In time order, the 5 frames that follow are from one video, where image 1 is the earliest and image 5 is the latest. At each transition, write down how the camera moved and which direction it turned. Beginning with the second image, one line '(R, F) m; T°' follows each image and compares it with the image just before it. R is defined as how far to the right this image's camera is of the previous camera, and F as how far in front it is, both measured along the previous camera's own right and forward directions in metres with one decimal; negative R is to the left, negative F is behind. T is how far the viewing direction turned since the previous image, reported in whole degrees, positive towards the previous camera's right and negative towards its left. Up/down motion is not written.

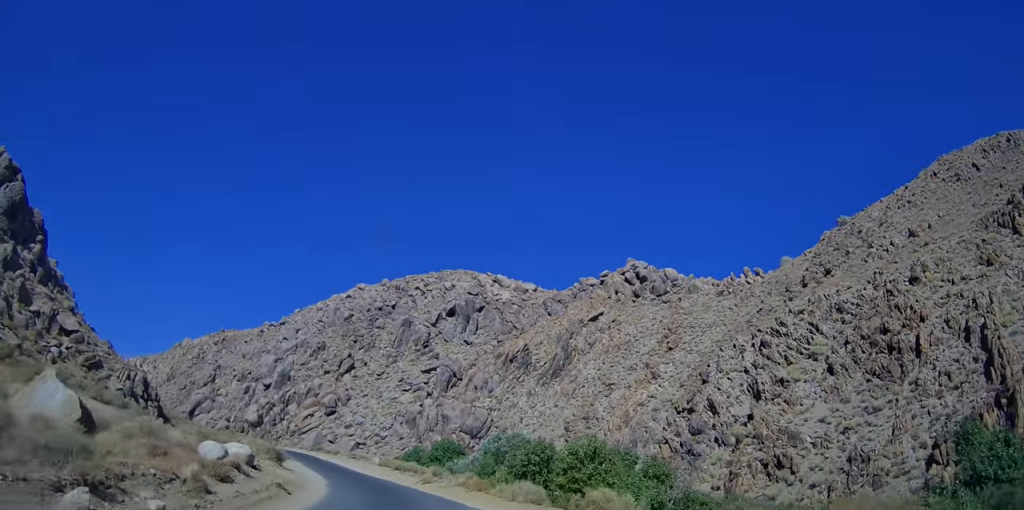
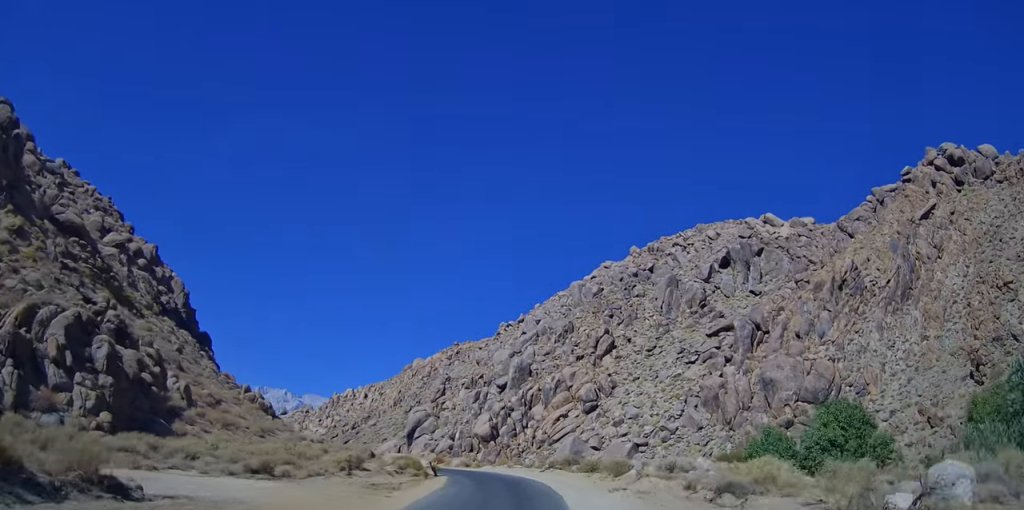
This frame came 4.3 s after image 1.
(-16.5, +45.9) m; -30°
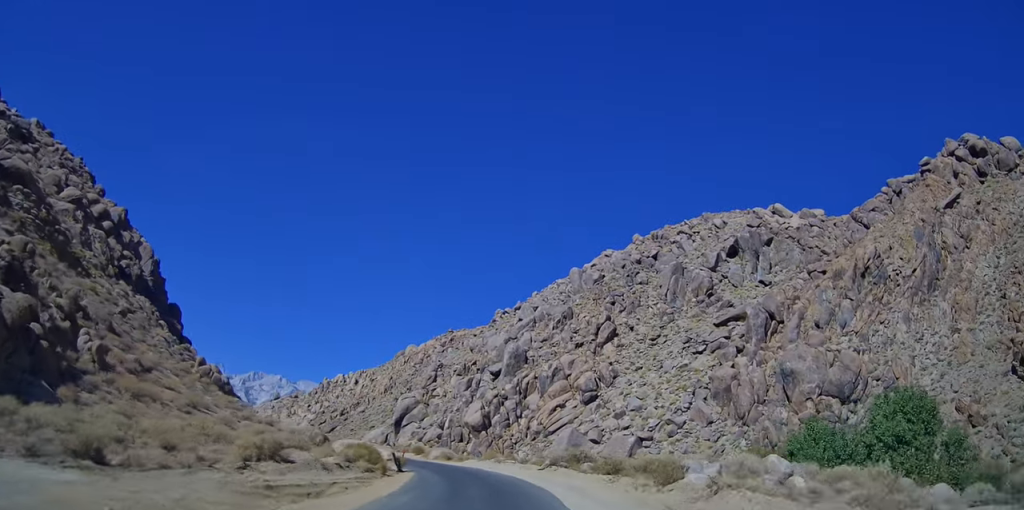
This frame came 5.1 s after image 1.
(-0.3, +8.7) m; -3°
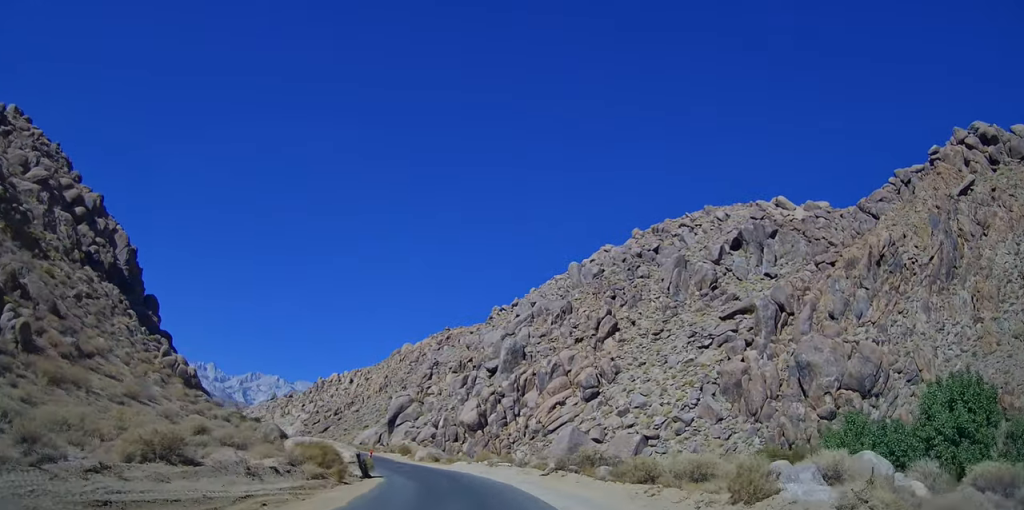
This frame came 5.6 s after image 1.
(-0.1, +5.9) m; -2°
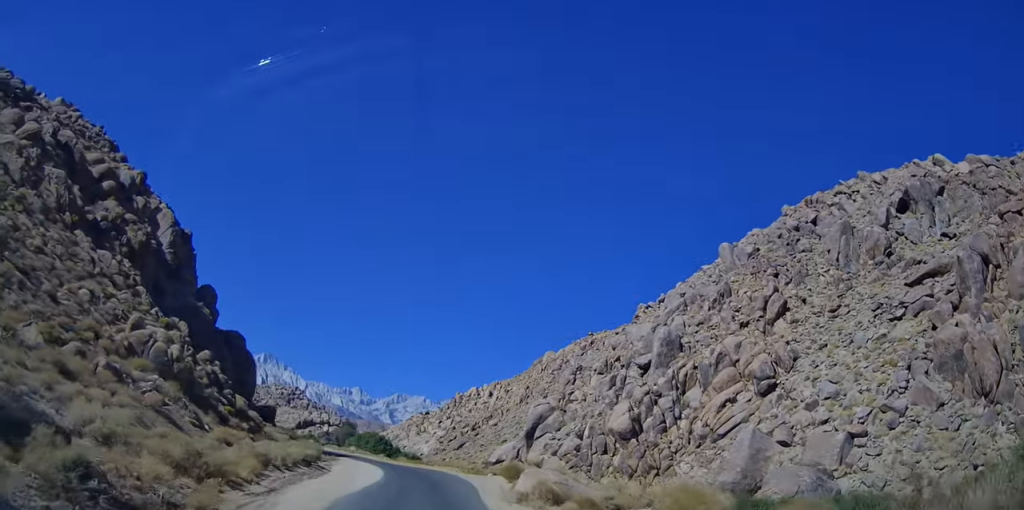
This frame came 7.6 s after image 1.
(-0.4, +21.2) m; -7°
